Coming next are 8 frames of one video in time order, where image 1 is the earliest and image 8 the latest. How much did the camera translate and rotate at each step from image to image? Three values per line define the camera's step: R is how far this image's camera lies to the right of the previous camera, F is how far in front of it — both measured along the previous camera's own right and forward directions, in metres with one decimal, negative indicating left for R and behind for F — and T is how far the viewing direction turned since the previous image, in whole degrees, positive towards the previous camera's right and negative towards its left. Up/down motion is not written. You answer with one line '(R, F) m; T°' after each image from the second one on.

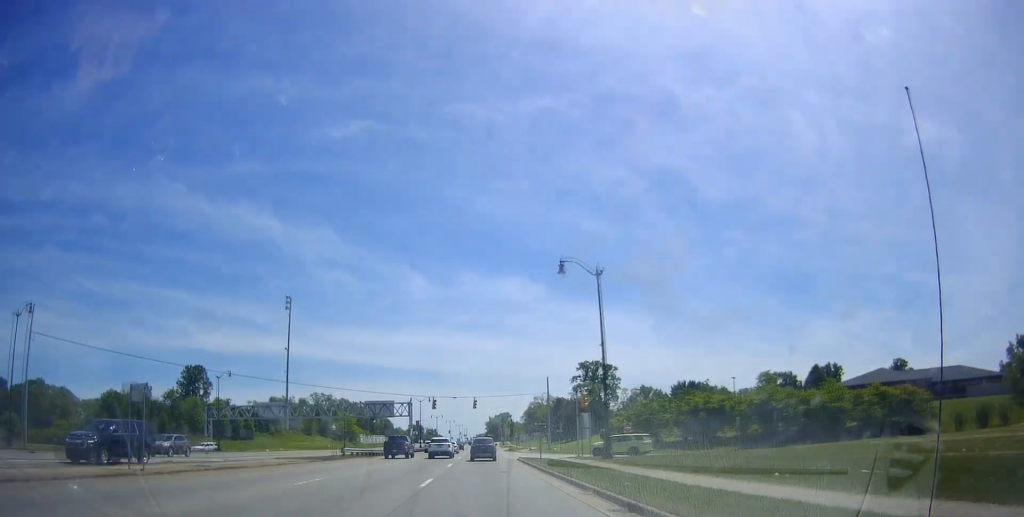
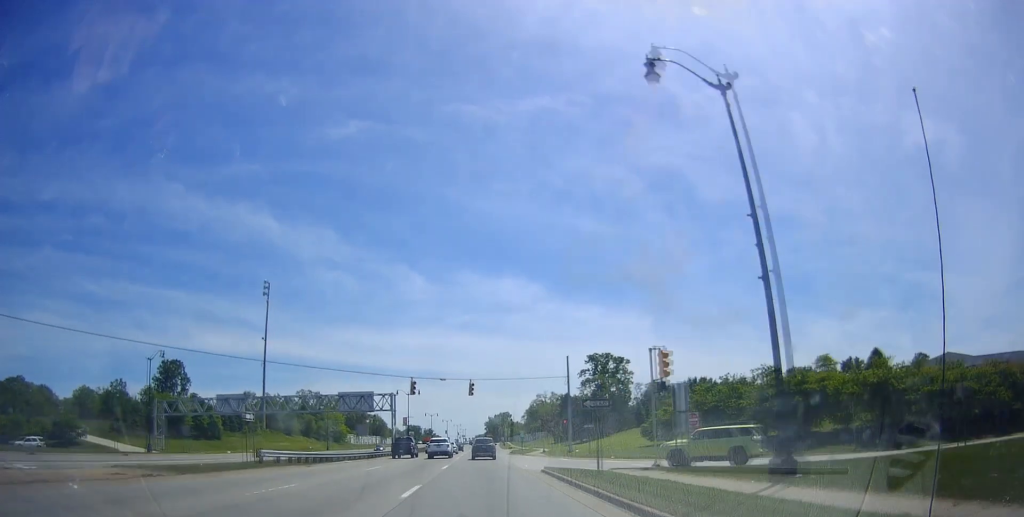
(+0.9, +19.0) m; +1°
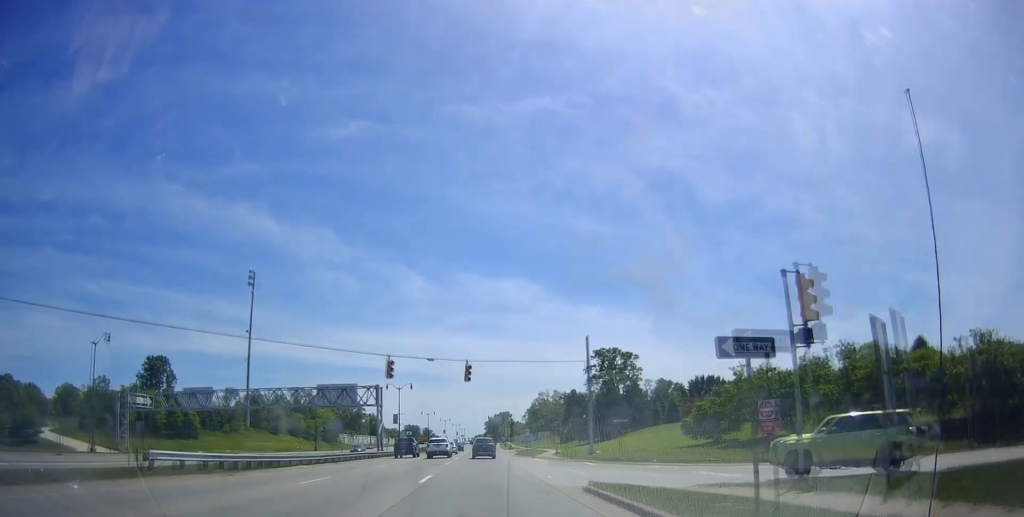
(-0.3, +11.7) m; -1°
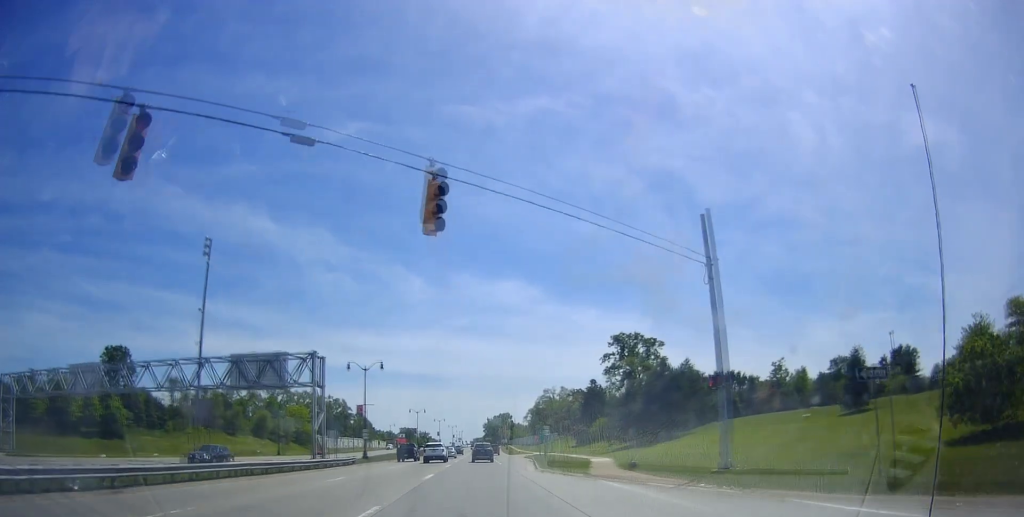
(-0.6, +27.9) m; -1°
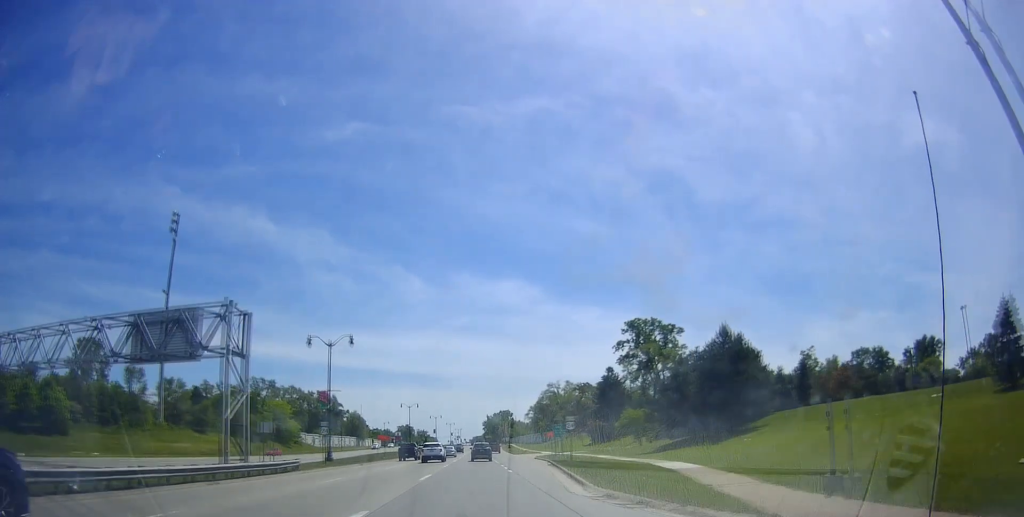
(0.0, +16.3) m; 0°
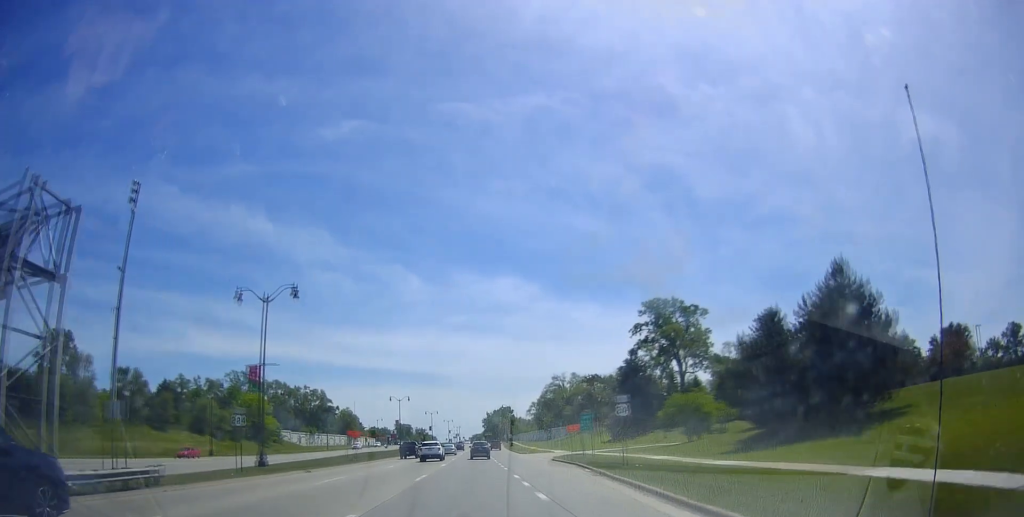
(0.0, +16.4) m; 0°
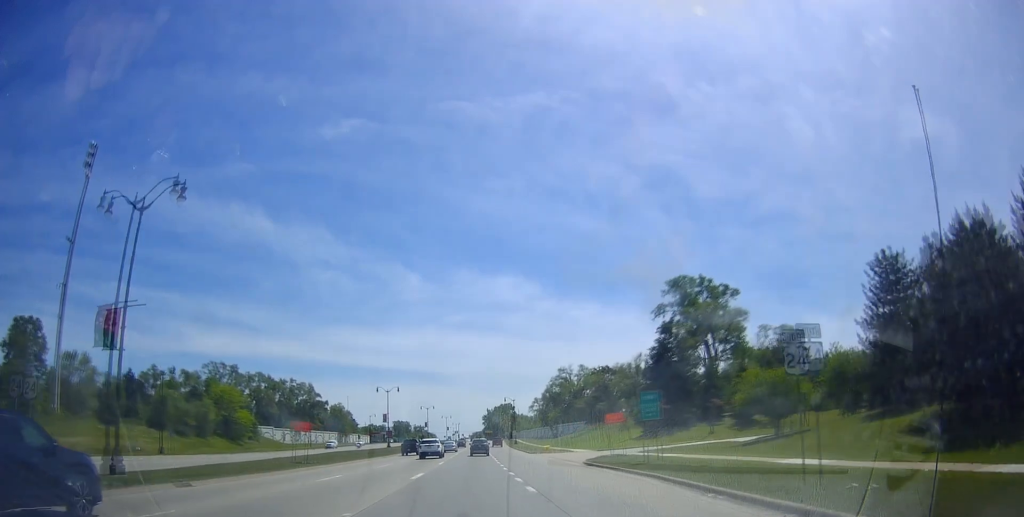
(0.0, +16.0) m; -1°
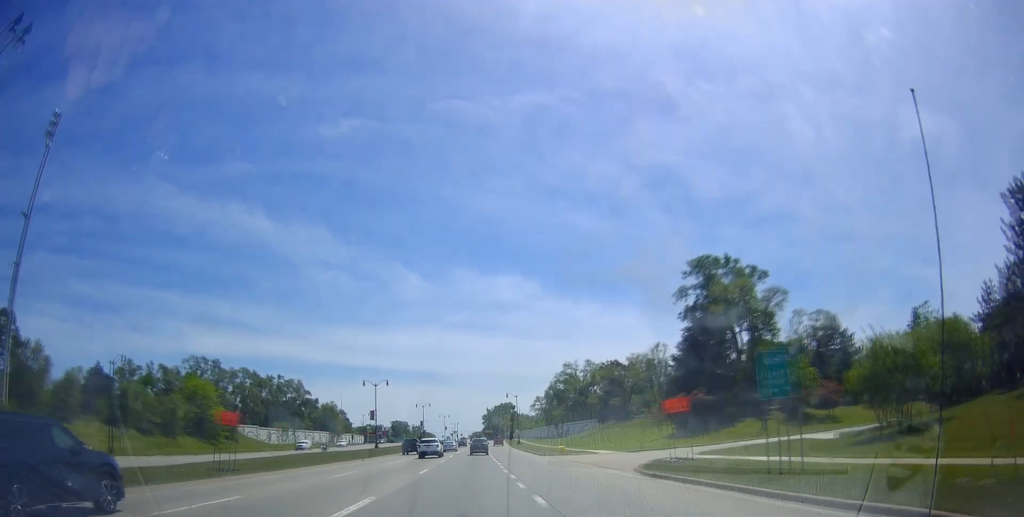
(+0.2, +12.1) m; -1°
